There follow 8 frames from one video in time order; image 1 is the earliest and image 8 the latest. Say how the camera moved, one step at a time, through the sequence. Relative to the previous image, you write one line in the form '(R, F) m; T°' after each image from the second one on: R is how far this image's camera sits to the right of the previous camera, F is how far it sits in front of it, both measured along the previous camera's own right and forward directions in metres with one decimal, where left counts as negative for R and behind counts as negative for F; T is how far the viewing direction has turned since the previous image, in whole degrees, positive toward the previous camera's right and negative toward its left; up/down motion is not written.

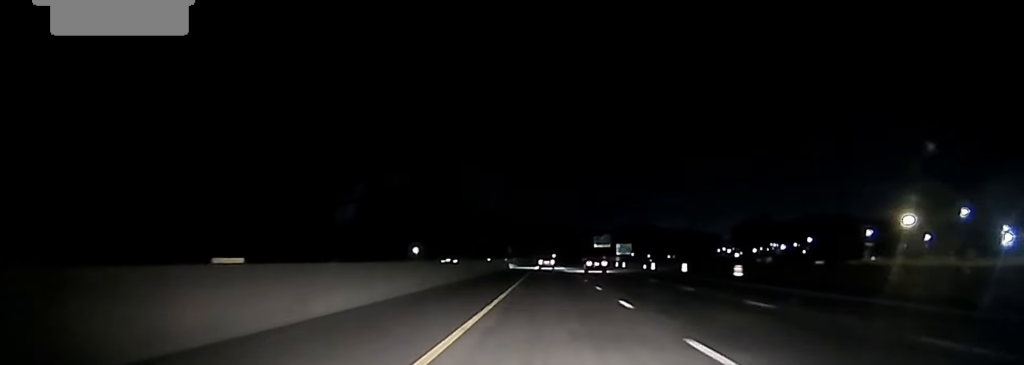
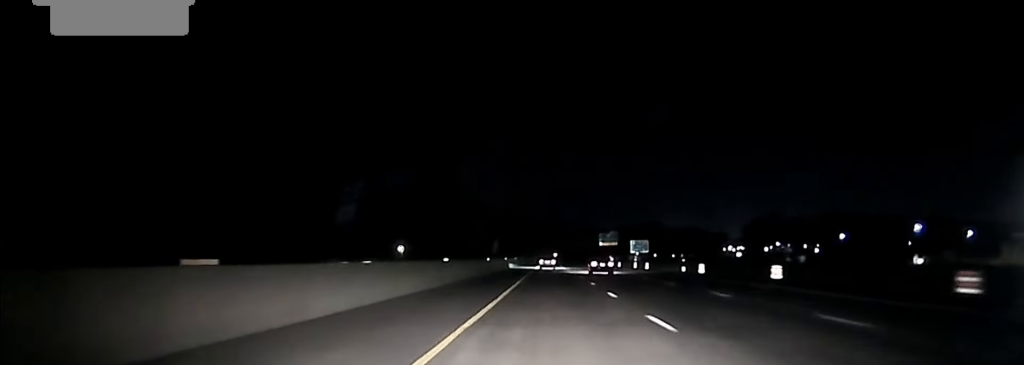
(+0.3, +31.6) m; 0°
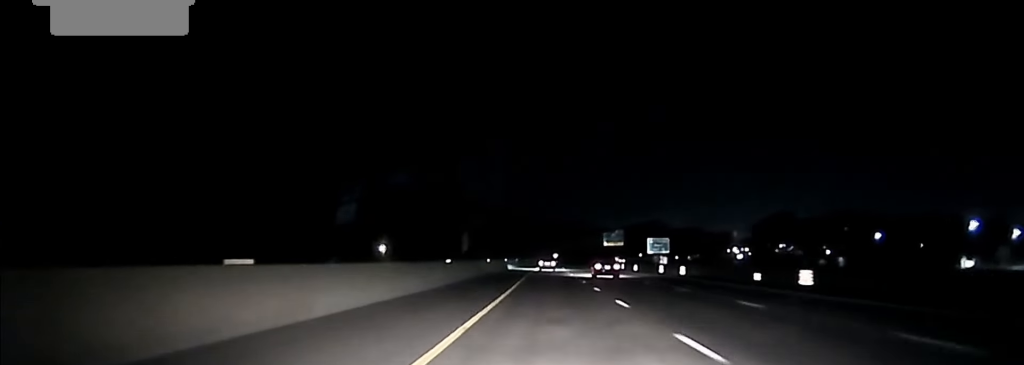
(-0.4, +27.4) m; 0°
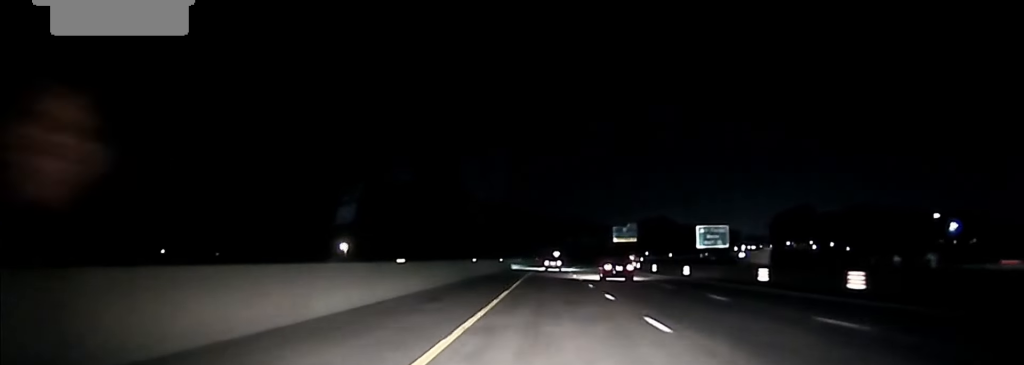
(+0.3, +44.7) m; +1°
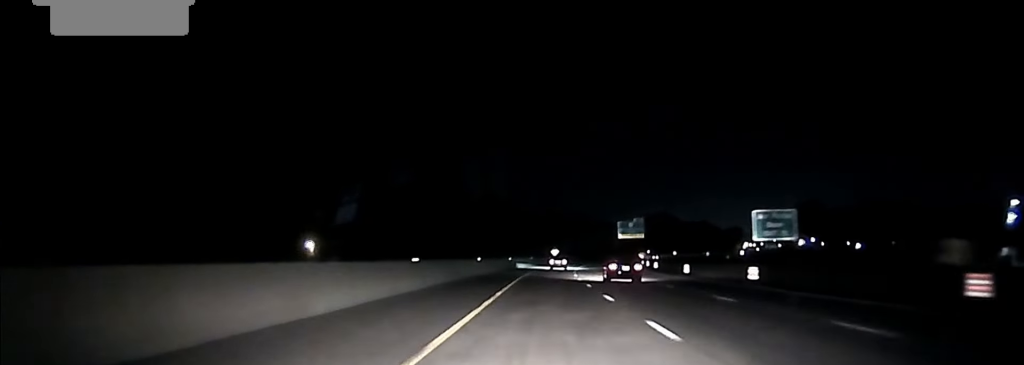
(+0.1, +26.0) m; 0°
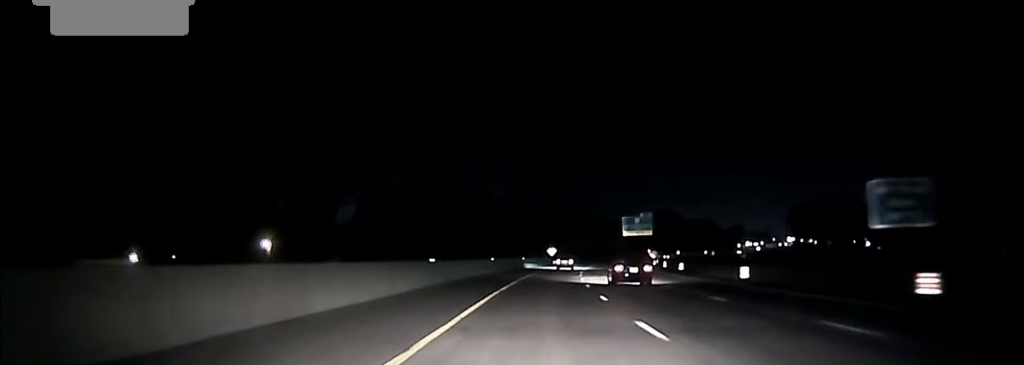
(0.0, +23.2) m; 0°
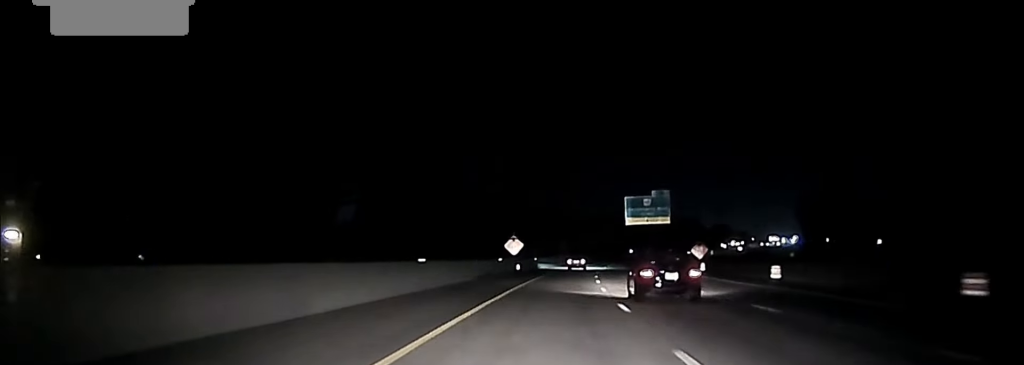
(+0.7, +69.7) m; +2°
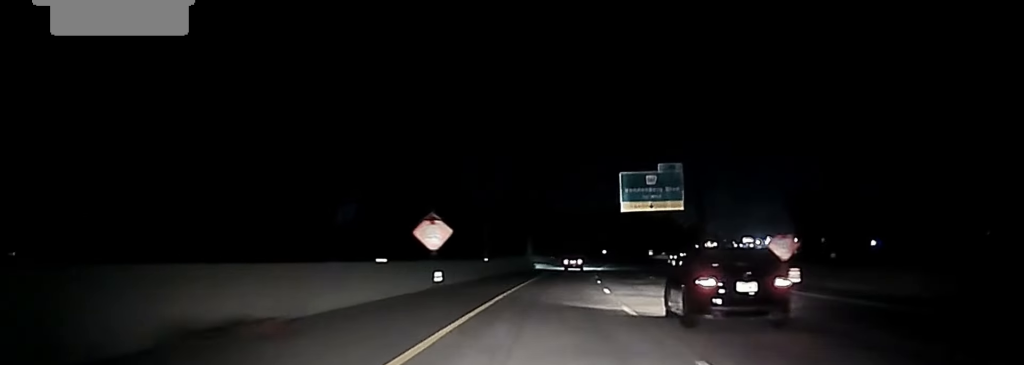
(+0.6, +36.4) m; +2°
